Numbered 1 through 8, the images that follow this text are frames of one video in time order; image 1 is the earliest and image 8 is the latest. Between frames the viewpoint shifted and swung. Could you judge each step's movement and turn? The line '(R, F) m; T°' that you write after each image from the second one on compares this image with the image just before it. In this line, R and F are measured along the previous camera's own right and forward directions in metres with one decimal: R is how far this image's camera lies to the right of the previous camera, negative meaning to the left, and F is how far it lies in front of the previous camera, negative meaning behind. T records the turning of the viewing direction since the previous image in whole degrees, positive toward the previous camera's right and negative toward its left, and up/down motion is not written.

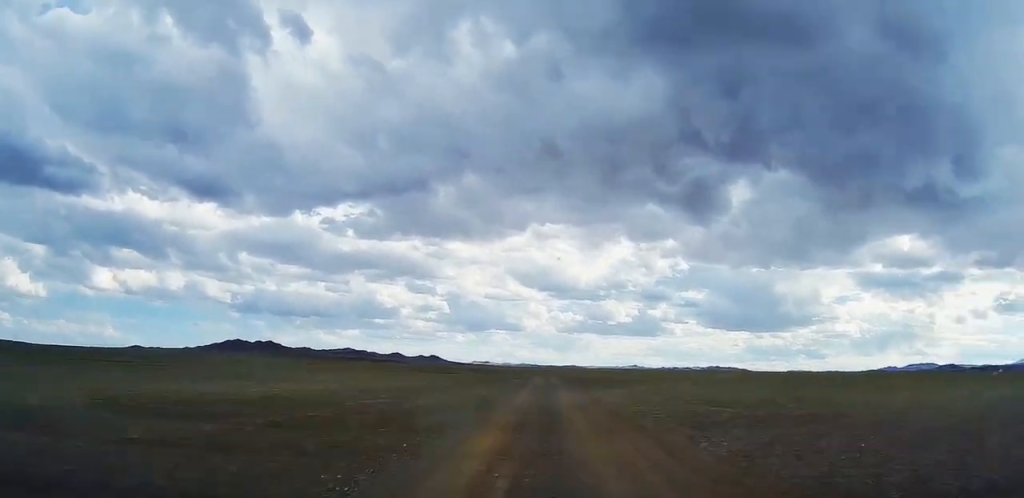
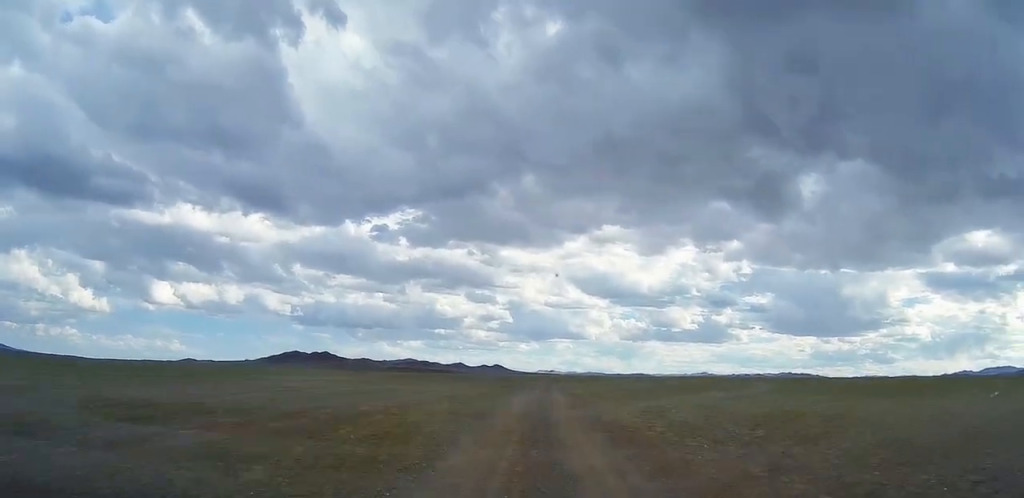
(-7.2, +246.0) m; -6°
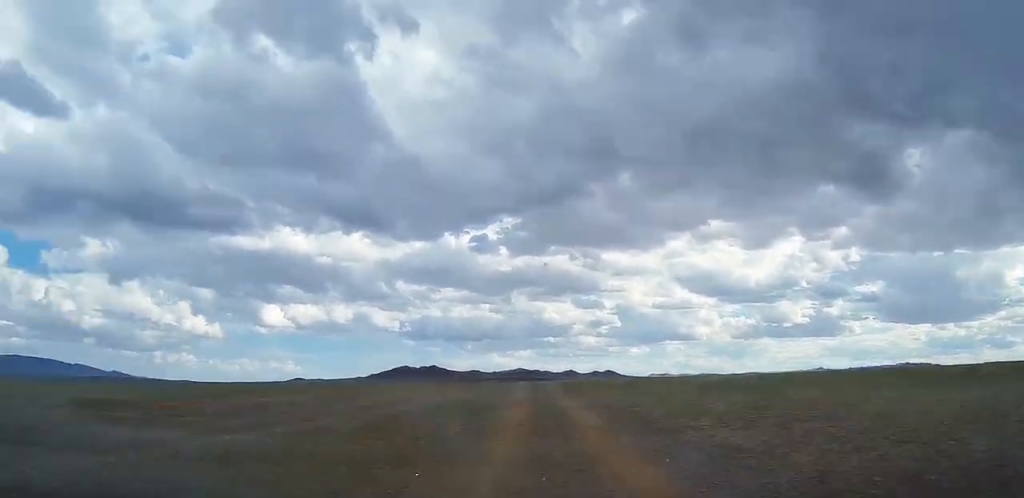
(-2.0, +110.9) m; -6°
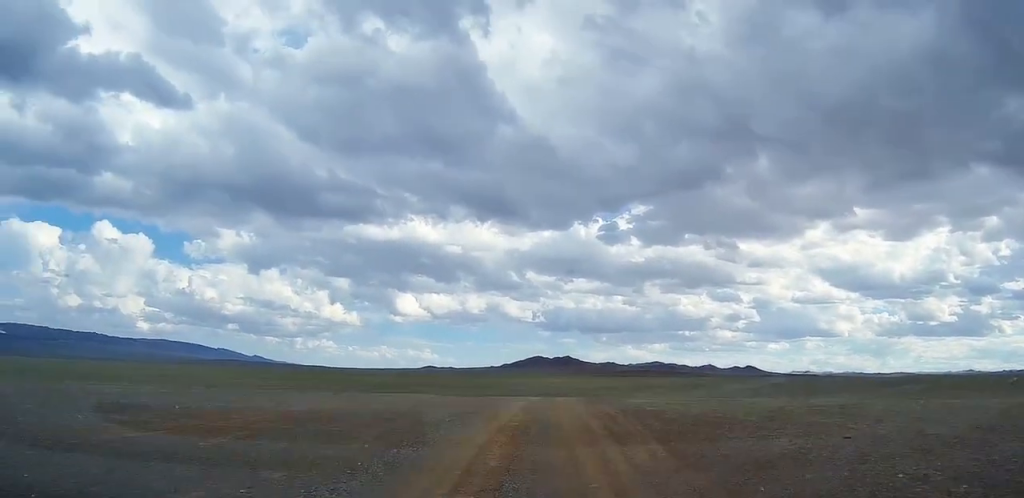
(+0.3, +170.3) m; +13°
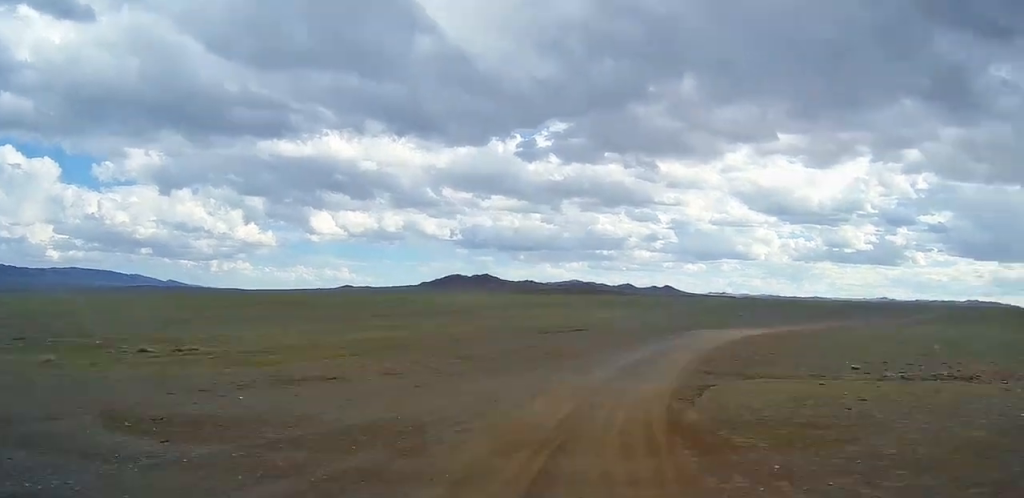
(+6.5, +59.7) m; +9°
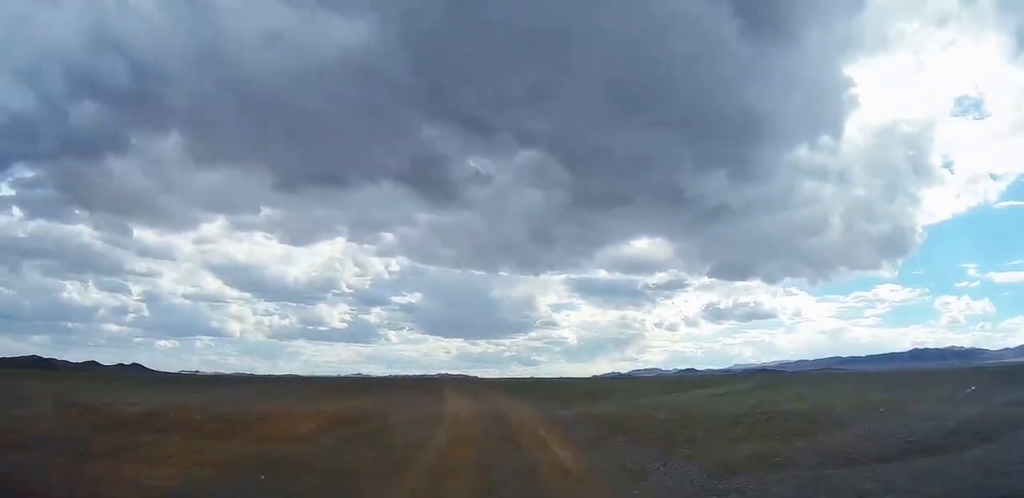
(+18.7, +132.4) m; +3°
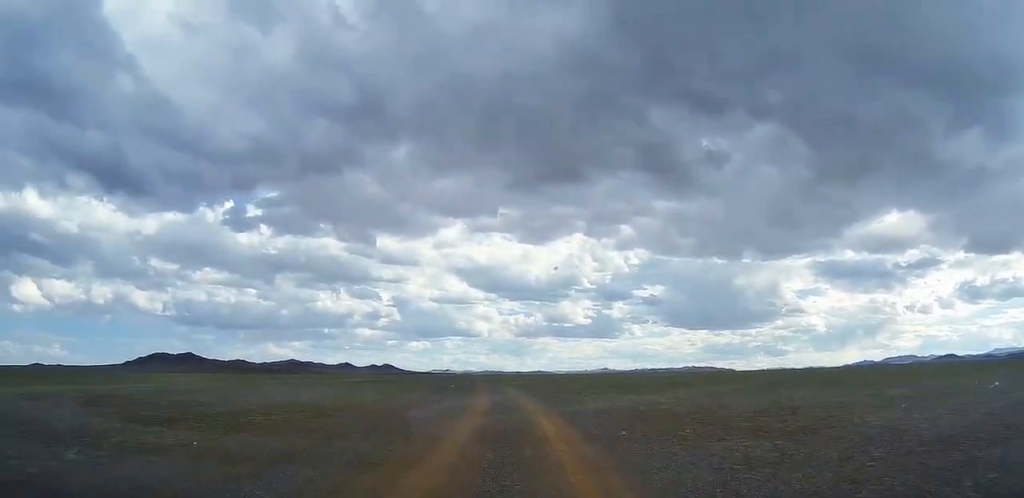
(-11.5, +137.1) m; -9°
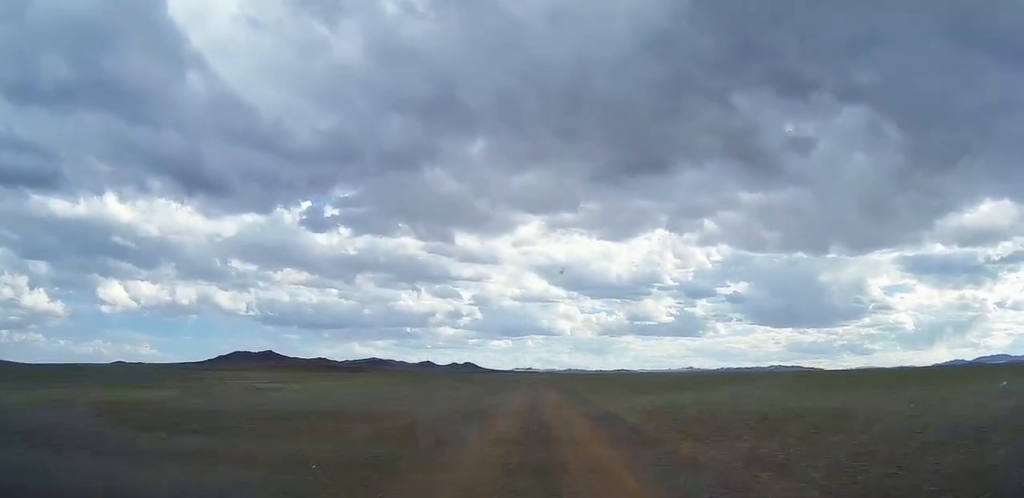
(-7.7, +107.5) m; -3°
